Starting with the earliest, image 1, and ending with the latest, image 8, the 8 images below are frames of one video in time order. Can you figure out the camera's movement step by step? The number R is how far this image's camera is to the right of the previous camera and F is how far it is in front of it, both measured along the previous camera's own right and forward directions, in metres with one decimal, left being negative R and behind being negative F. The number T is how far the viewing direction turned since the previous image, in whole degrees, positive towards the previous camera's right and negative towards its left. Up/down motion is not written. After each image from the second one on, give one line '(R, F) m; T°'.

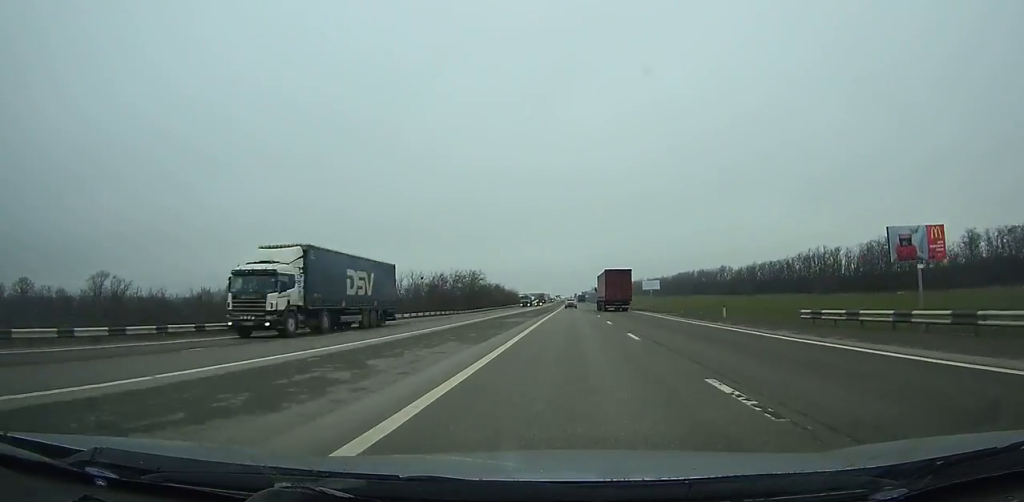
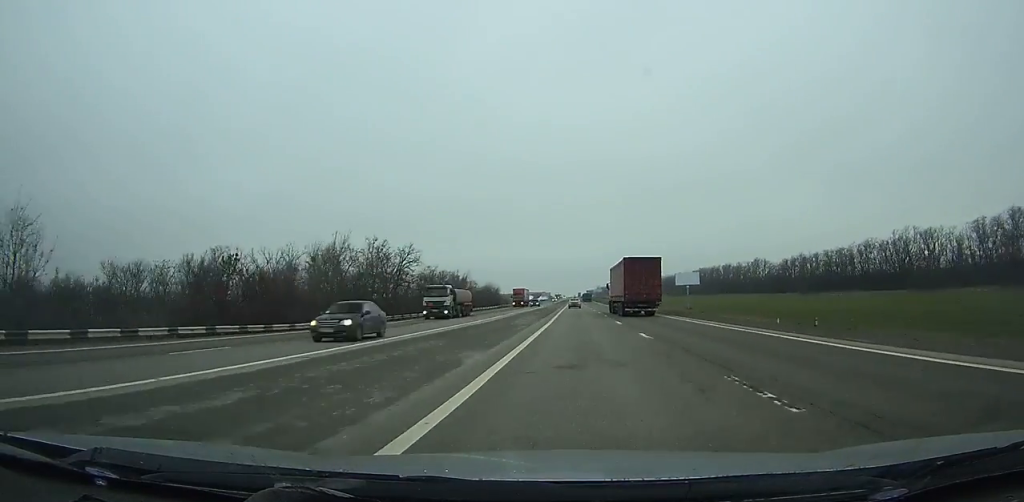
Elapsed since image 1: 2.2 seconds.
(+0.2, +60.4) m; 0°
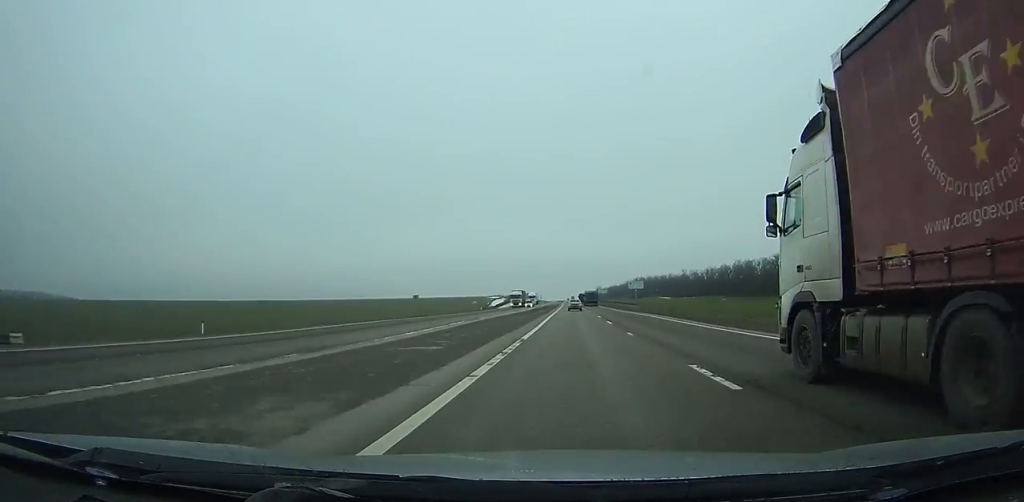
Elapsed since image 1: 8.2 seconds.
(+0.5, +164.7) m; 0°
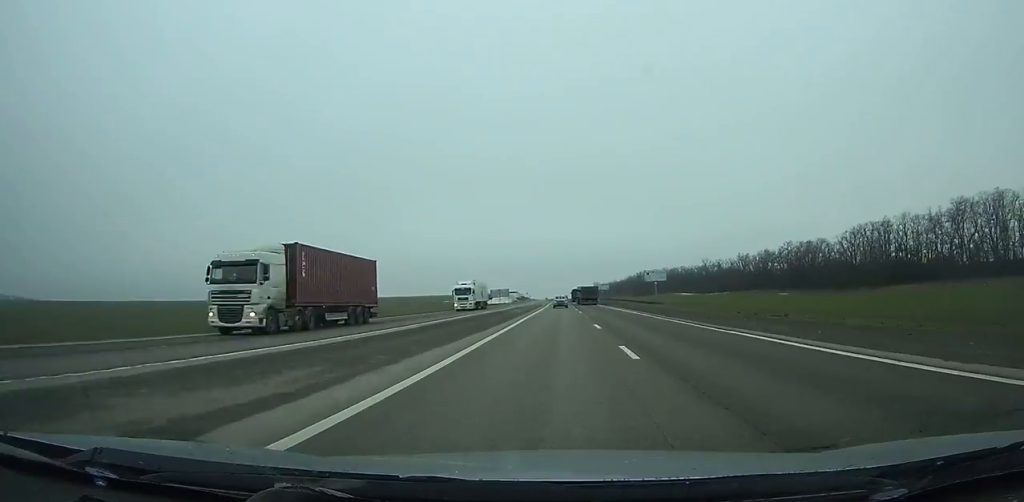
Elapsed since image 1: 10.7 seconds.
(+0.1, +67.9) m; 0°
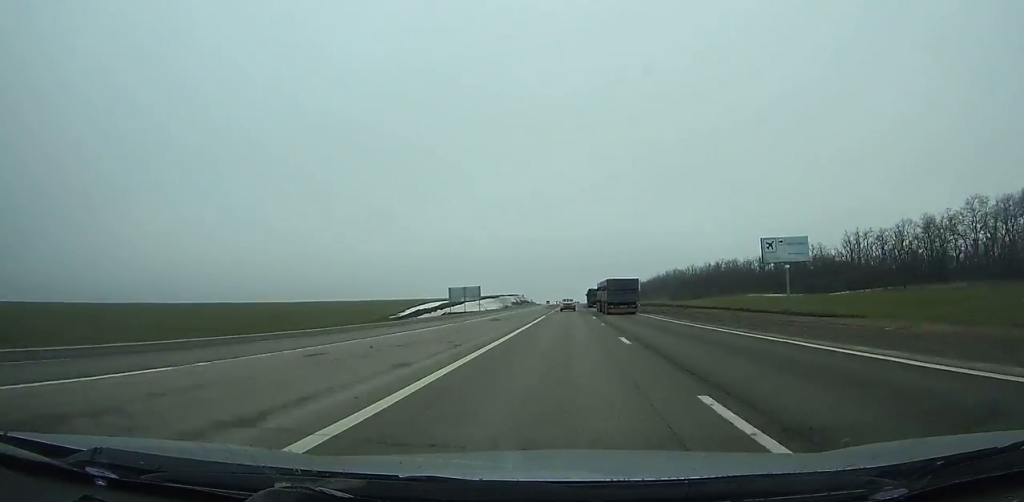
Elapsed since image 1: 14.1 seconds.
(-0.8, +91.6) m; -1°
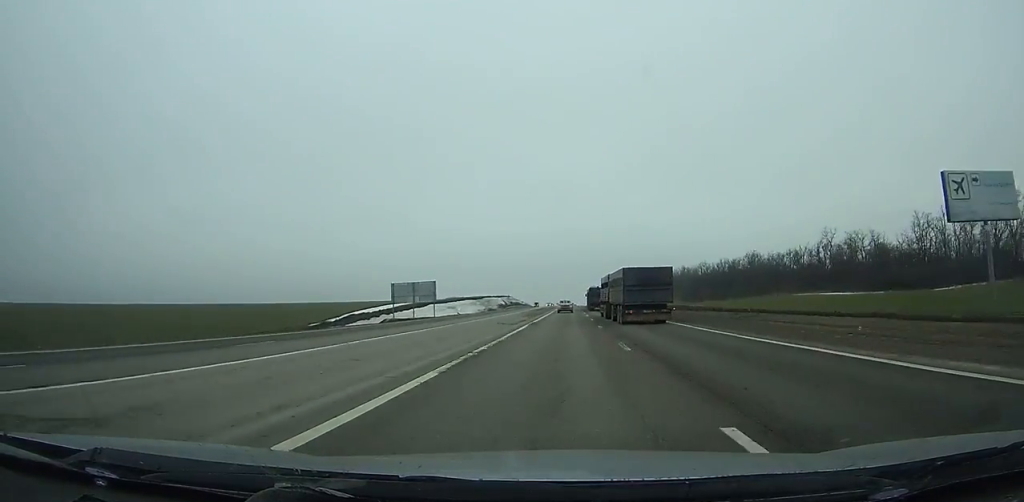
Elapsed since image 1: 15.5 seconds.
(0.0, +37.5) m; 0°
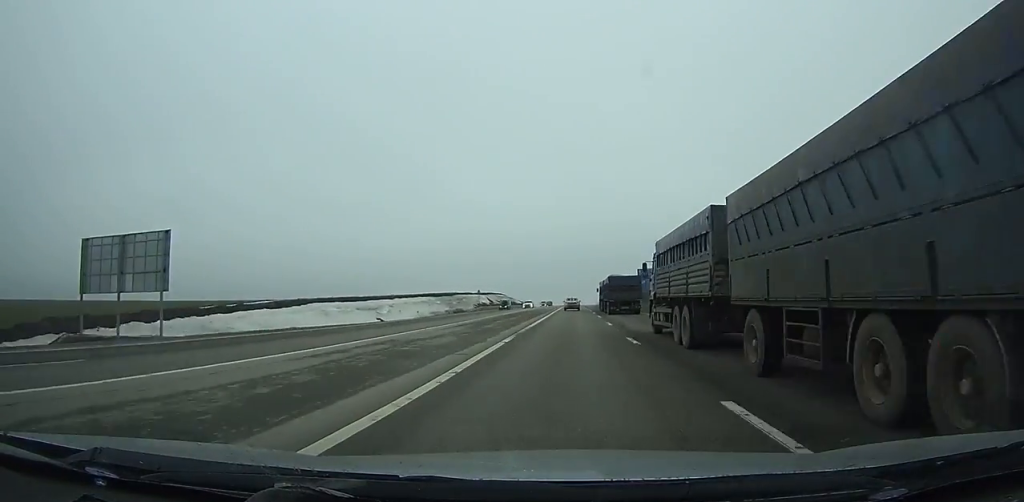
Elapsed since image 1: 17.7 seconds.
(0.0, +58.9) m; 0°
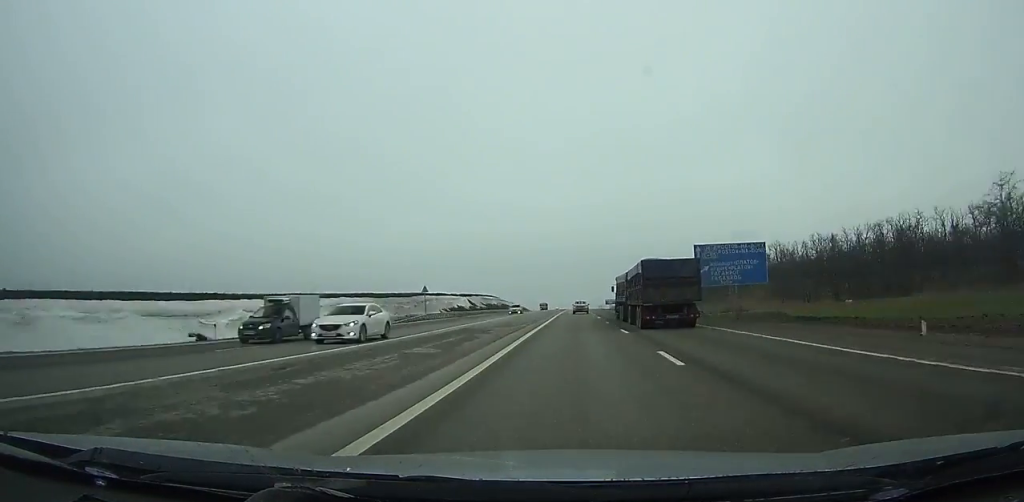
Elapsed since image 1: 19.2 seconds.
(0.0, +40.2) m; 0°
